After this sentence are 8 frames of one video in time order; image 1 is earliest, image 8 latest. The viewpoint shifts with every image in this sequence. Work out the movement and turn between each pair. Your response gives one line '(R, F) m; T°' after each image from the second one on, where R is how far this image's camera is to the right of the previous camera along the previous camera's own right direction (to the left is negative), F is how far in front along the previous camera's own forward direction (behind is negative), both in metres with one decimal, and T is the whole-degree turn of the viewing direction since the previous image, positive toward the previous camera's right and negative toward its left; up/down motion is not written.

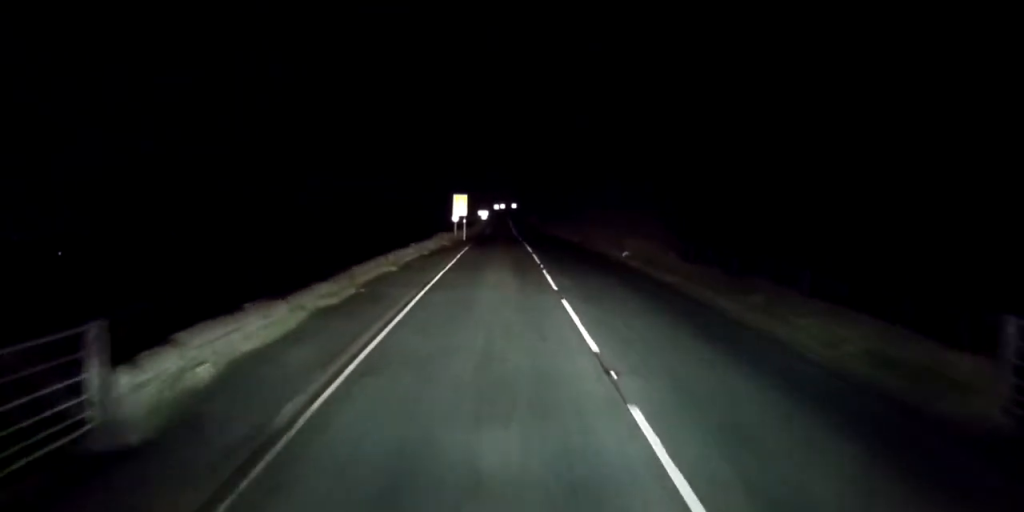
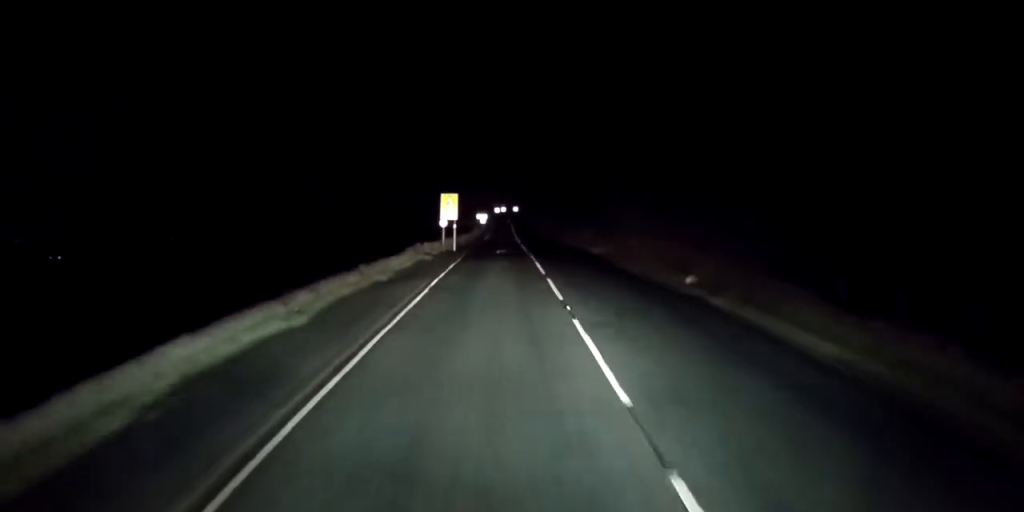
(0.0, +11.7) m; -1°
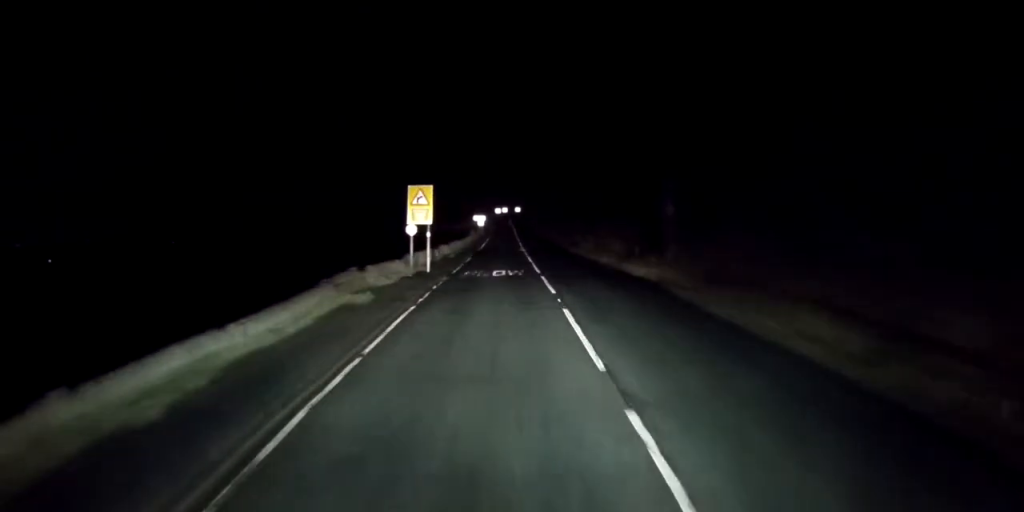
(-0.1, +15.9) m; 0°
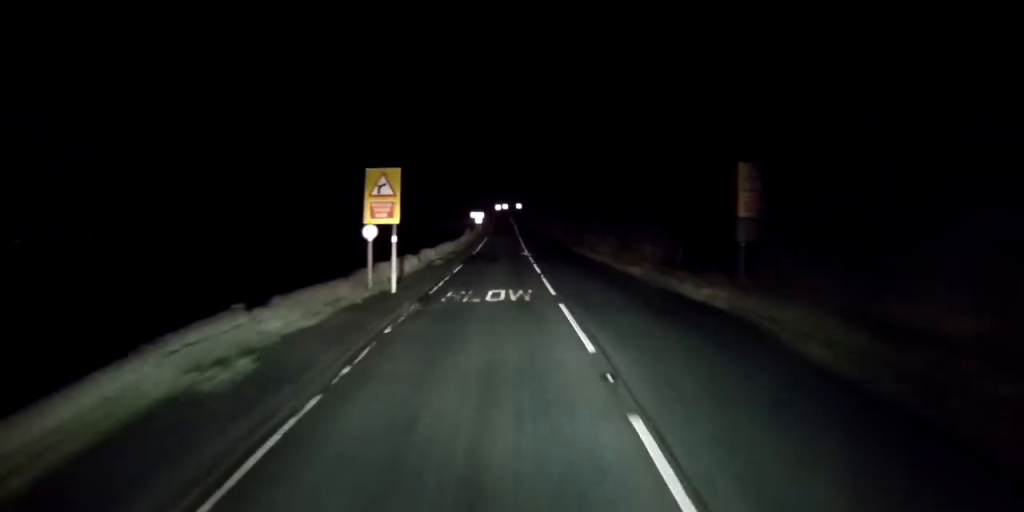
(0.0, +9.3) m; 0°
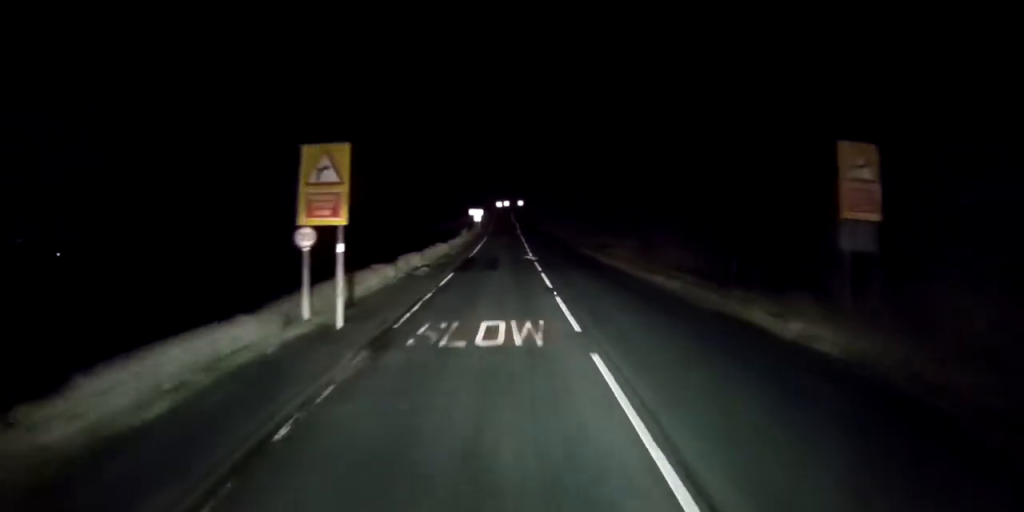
(0.0, +6.9) m; 0°
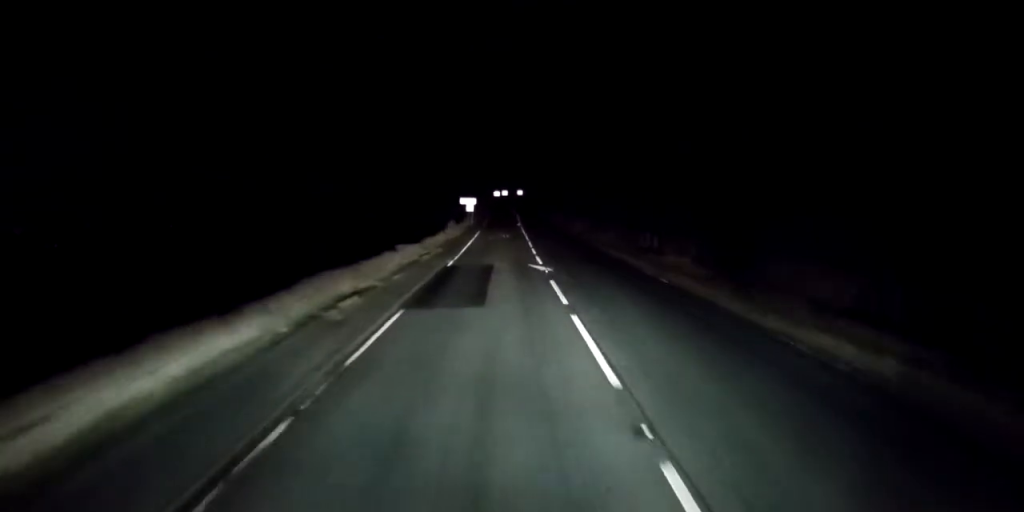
(0.0, +14.0) m; 0°
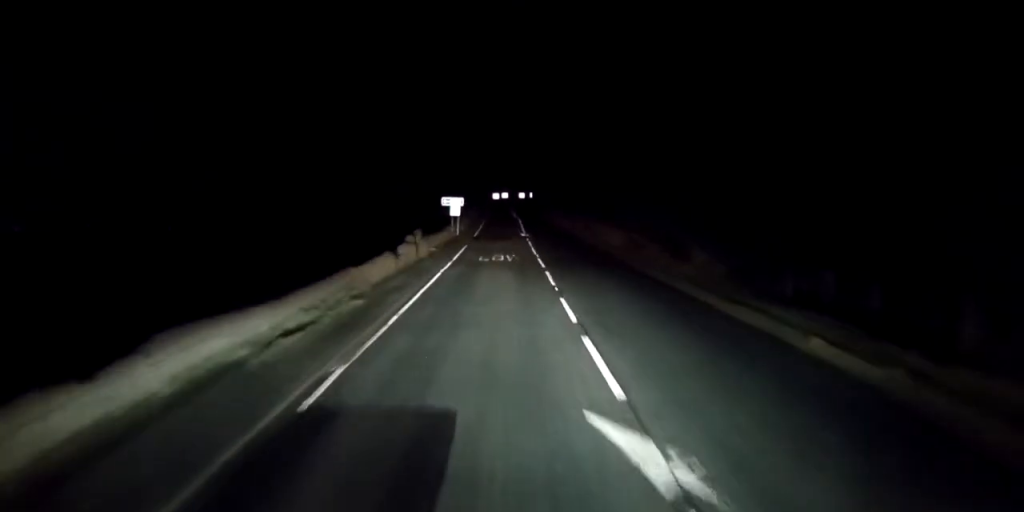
(-0.2, +20.1) m; -1°
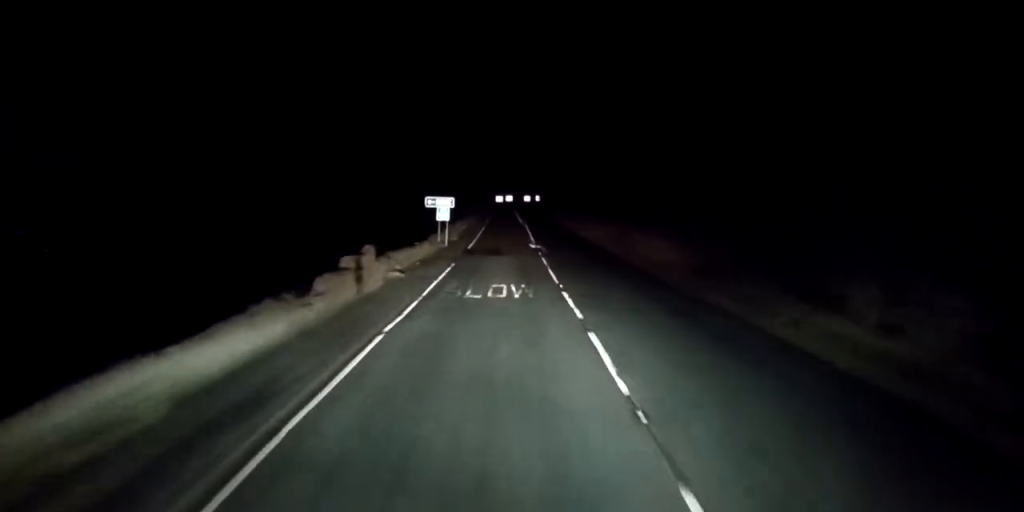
(0.0, +11.8) m; 0°
